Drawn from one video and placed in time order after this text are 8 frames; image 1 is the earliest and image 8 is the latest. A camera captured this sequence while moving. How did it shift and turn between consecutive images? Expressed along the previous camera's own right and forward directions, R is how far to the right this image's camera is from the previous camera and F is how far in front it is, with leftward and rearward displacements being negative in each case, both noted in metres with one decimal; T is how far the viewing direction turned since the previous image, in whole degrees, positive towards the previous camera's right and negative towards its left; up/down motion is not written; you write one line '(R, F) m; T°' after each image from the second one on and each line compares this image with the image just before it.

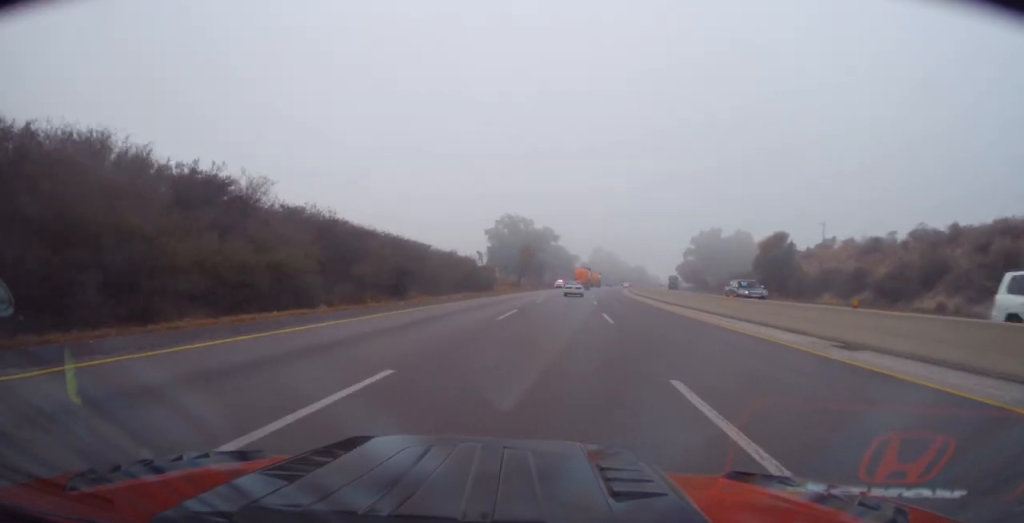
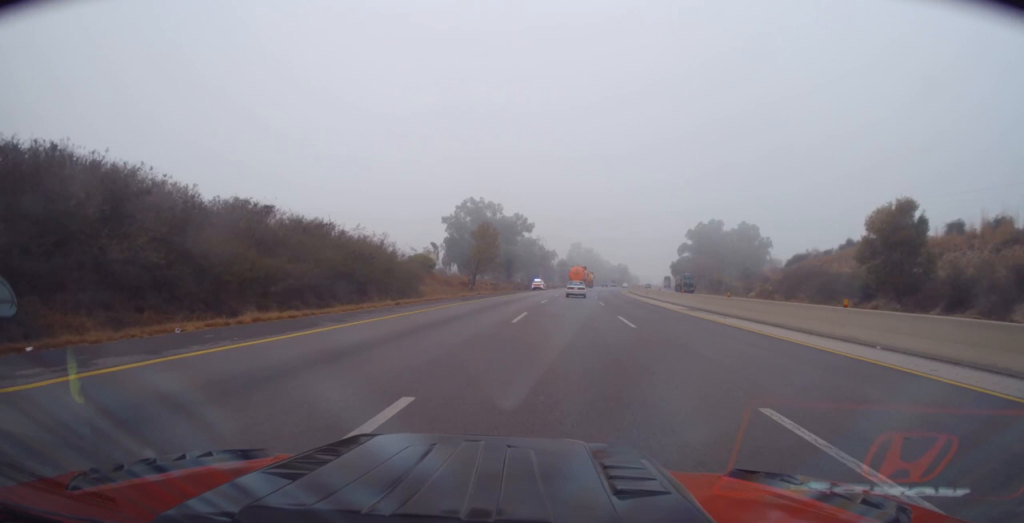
(+0.5, +37.5) m; +2°
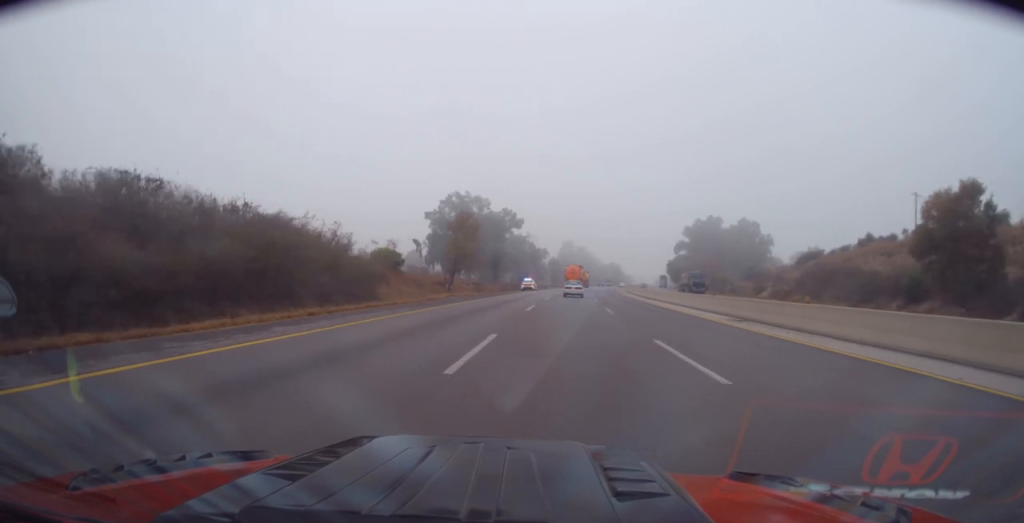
(+0.2, +10.3) m; +1°
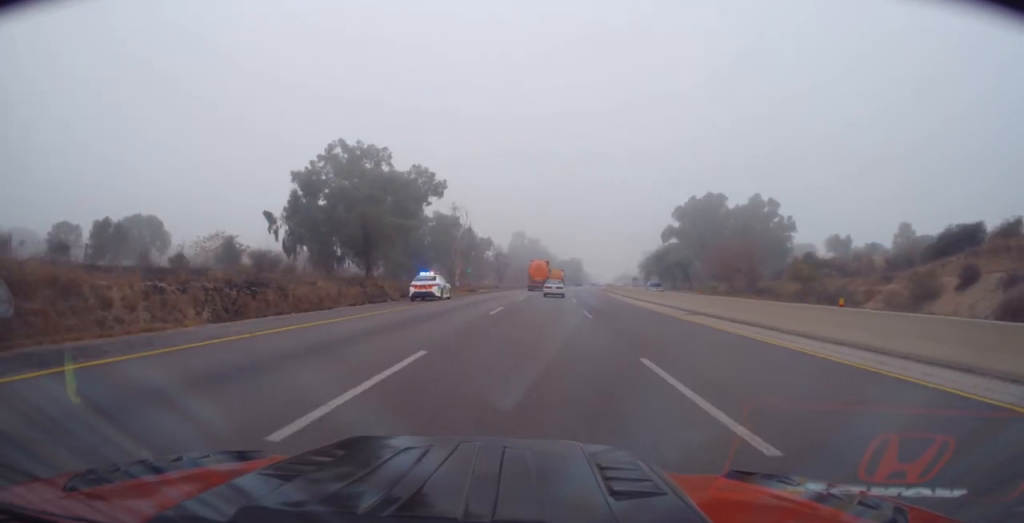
(+2.2, +57.6) m; +3°
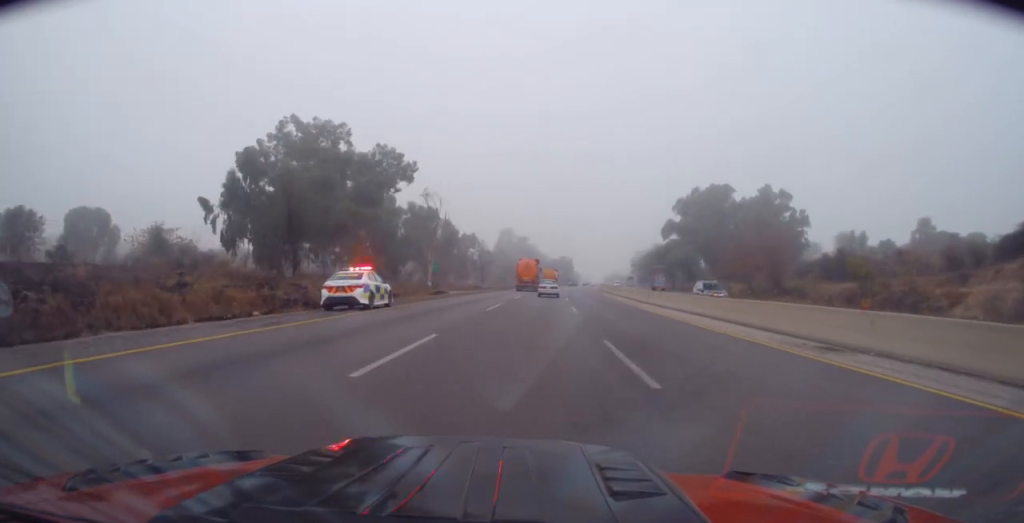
(+0.3, +15.0) m; +1°
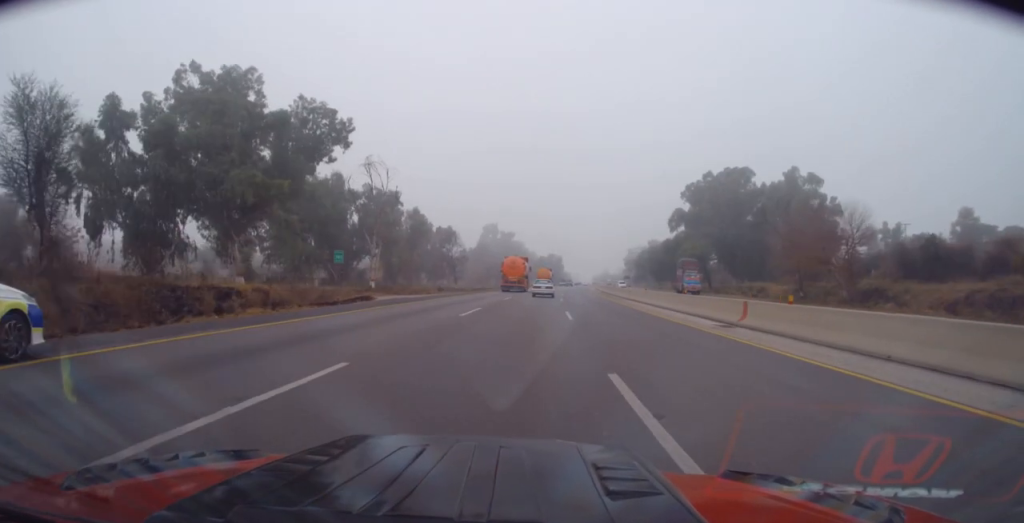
(+0.2, +22.8) m; +1°
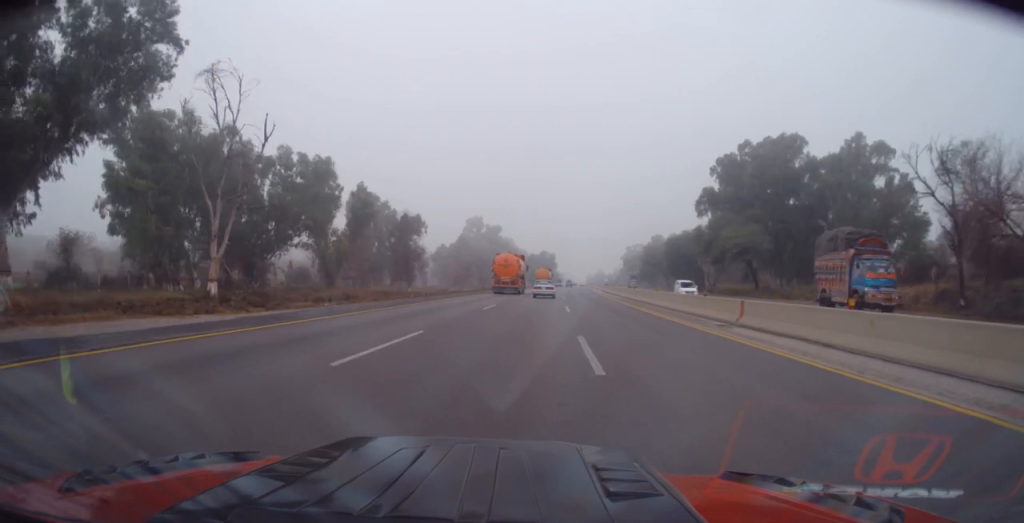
(+0.6, +29.8) m; +1°
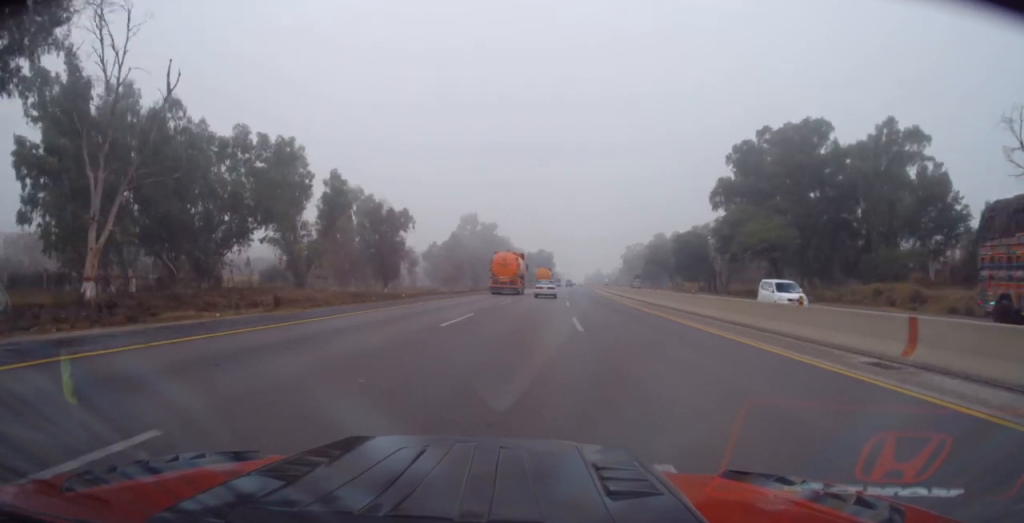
(-0.1, +10.1) m; 0°
